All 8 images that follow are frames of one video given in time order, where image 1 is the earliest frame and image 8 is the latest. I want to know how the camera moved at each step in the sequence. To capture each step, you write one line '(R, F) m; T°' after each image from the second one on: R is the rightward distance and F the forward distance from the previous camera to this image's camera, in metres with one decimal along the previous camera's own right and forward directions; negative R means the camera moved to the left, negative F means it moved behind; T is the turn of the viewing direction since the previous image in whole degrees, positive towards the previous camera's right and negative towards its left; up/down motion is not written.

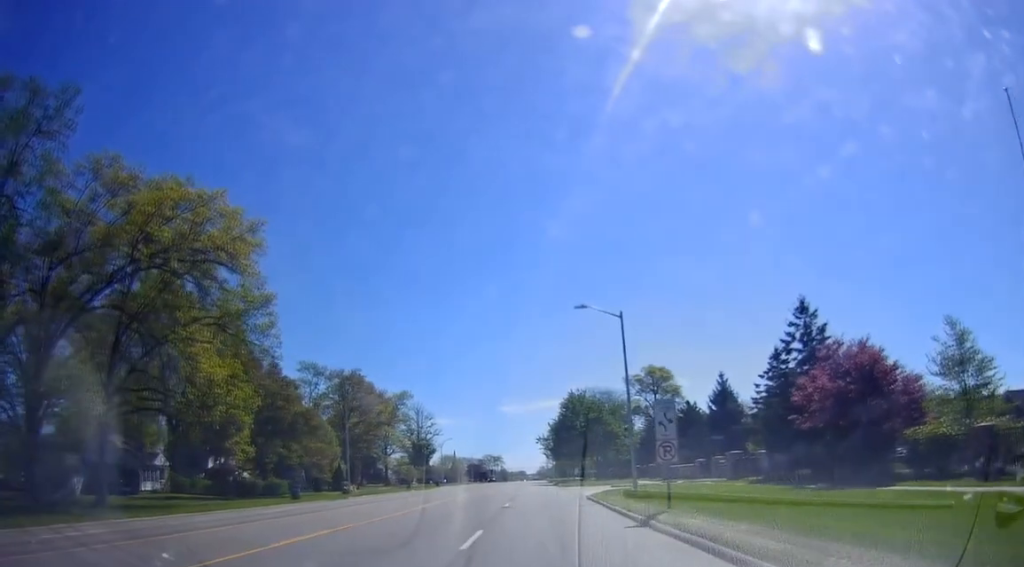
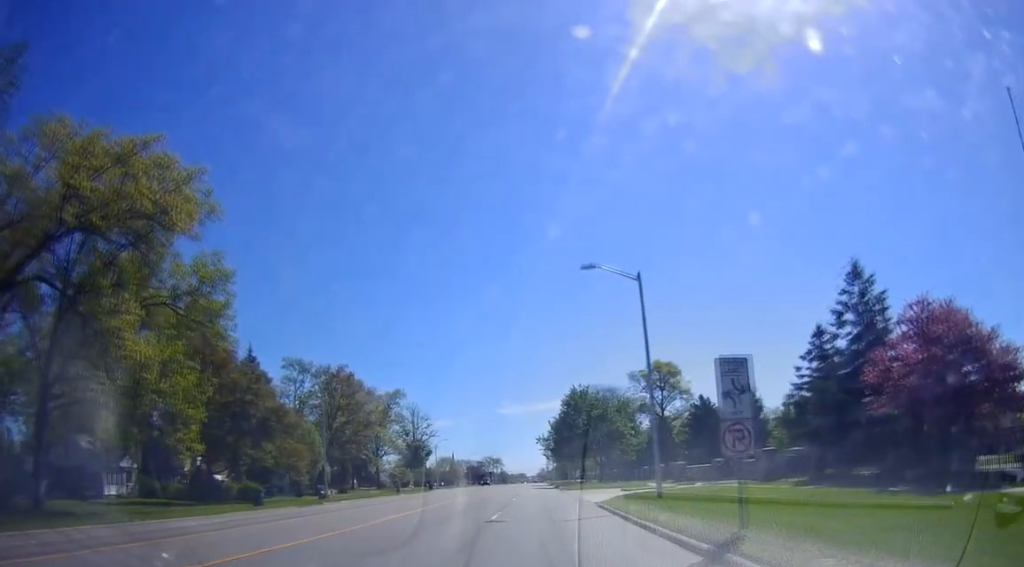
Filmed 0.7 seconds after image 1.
(+0.5, +5.9) m; +5°
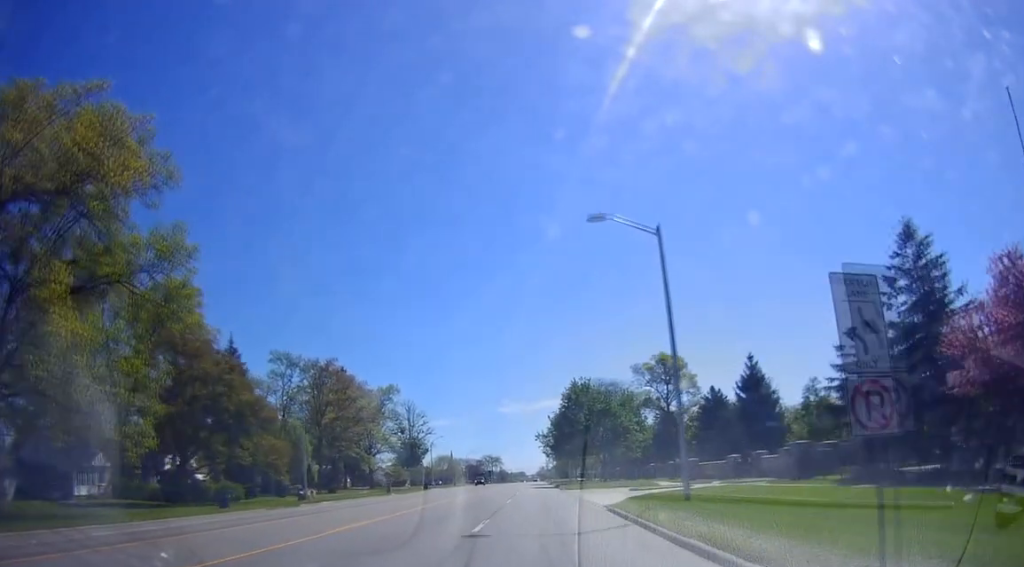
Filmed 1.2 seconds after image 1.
(0.0, +4.7) m; 0°
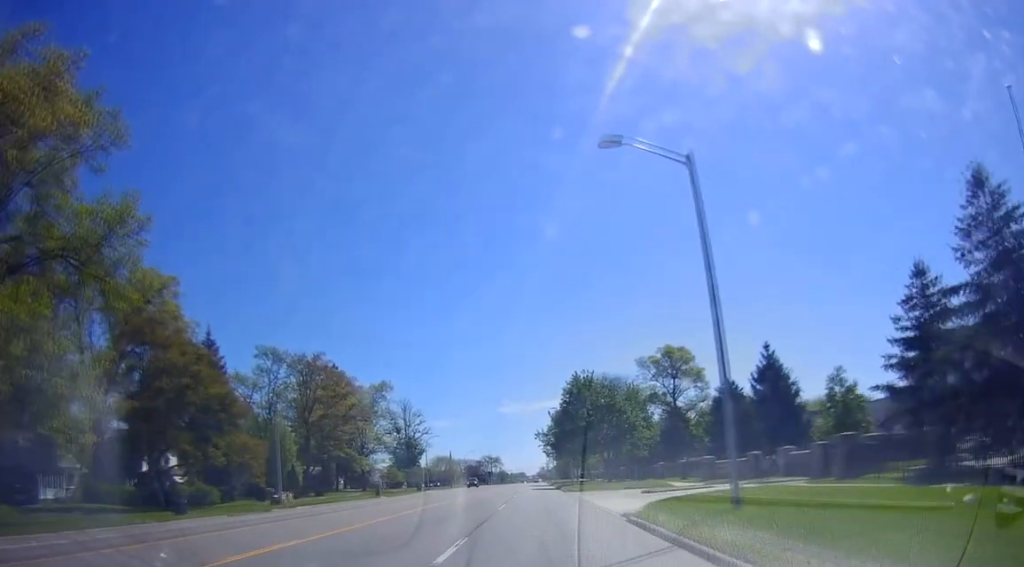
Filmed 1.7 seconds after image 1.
(0.0, +4.9) m; 0°
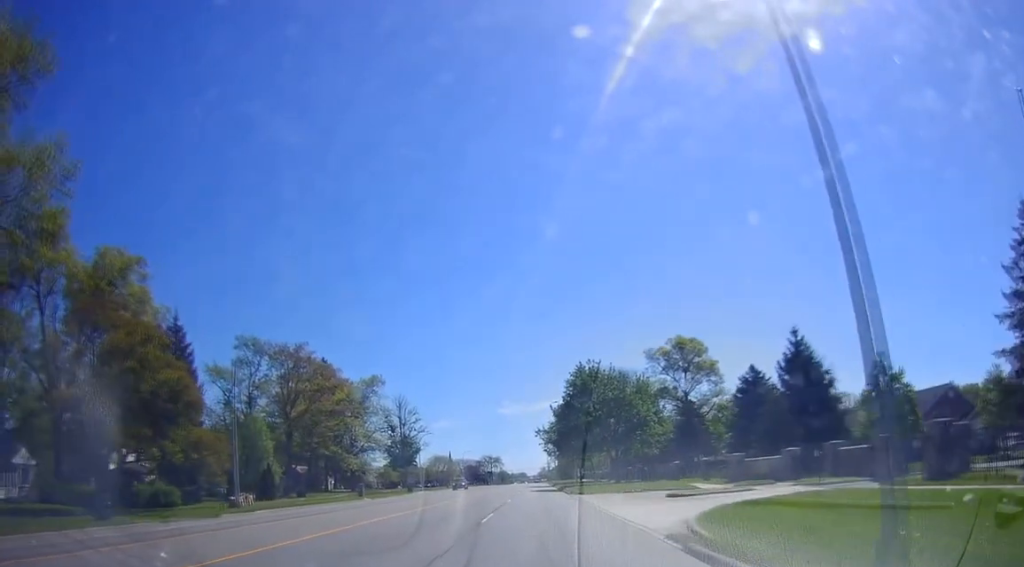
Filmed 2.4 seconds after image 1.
(0.0, +6.9) m; 0°
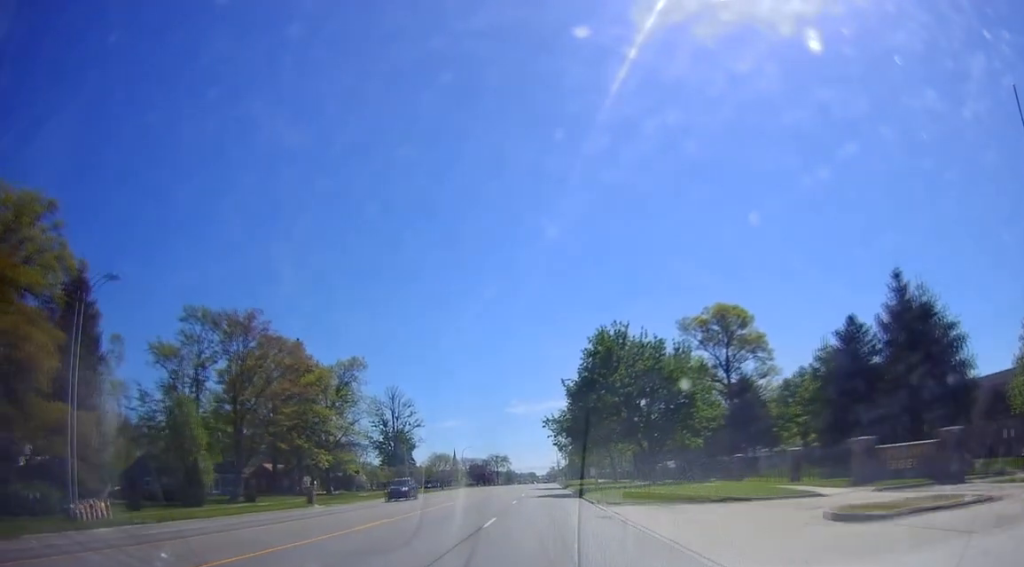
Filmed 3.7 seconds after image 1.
(0.0, +16.2) m; 0°
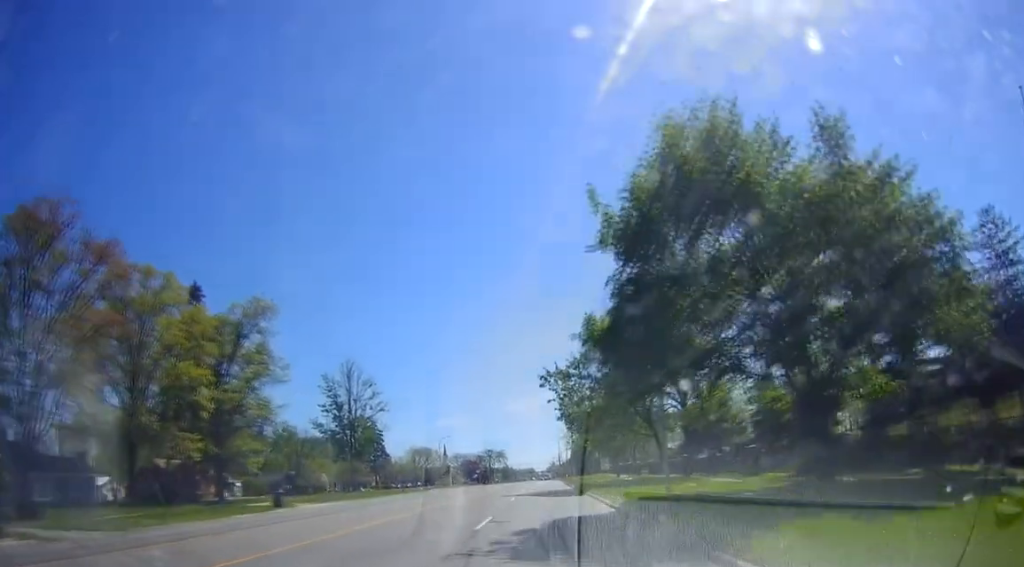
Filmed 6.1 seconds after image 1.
(0.0, +31.8) m; -1°
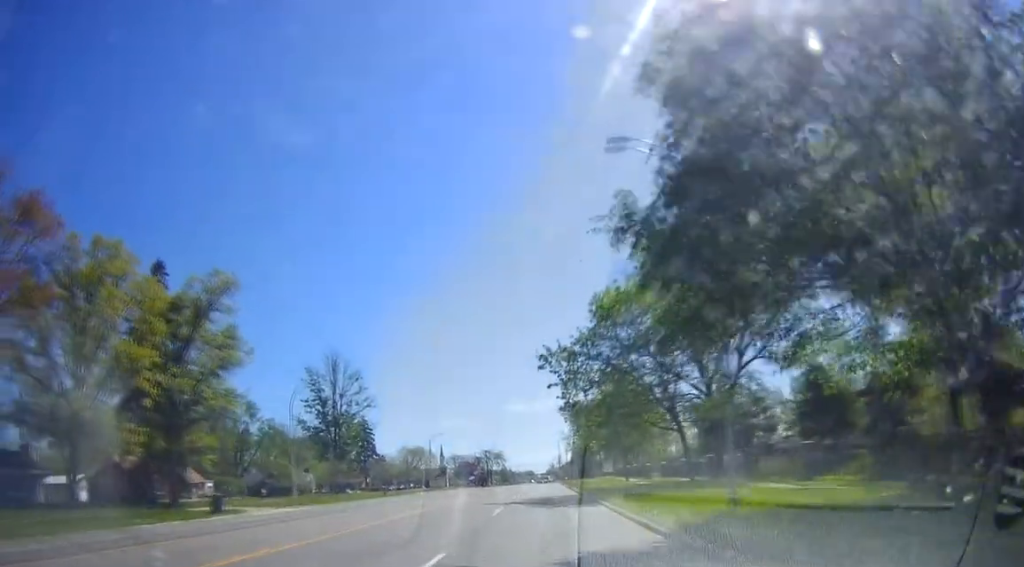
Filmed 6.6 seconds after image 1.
(+0.1, +8.1) m; -1°
